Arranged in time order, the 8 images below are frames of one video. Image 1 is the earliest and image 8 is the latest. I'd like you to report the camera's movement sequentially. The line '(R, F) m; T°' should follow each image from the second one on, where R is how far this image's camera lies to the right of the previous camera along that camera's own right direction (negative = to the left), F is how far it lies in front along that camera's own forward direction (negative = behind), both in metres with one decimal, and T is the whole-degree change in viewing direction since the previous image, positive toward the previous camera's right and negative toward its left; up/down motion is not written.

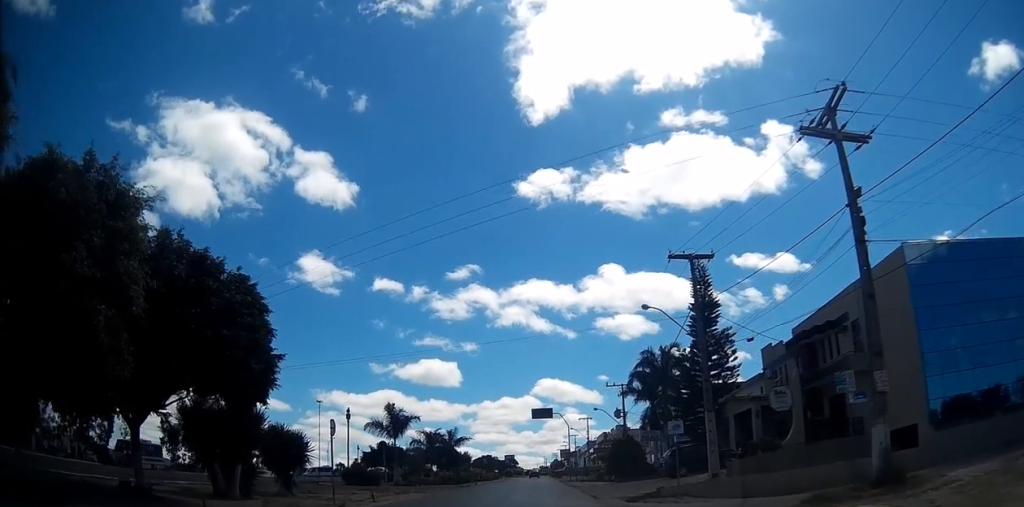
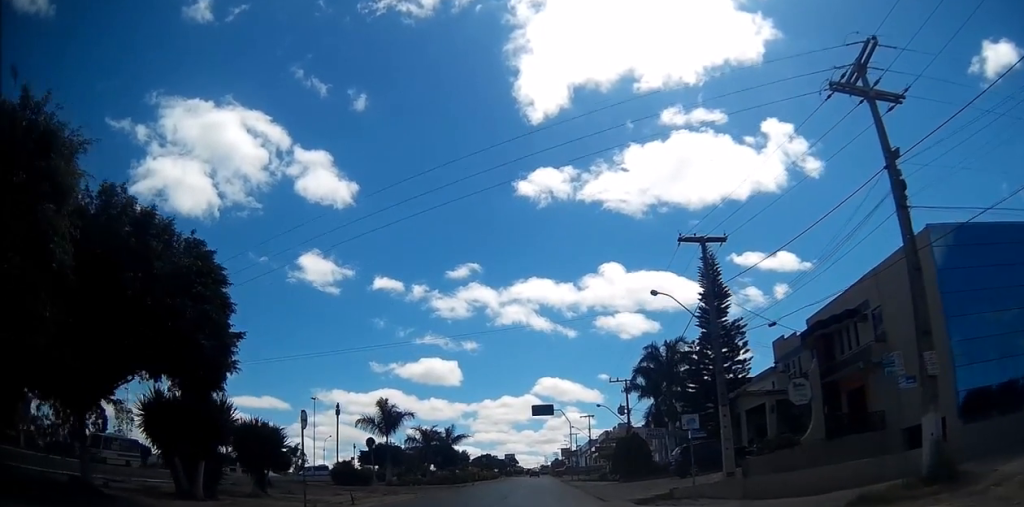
(0.0, +2.0) m; -1°
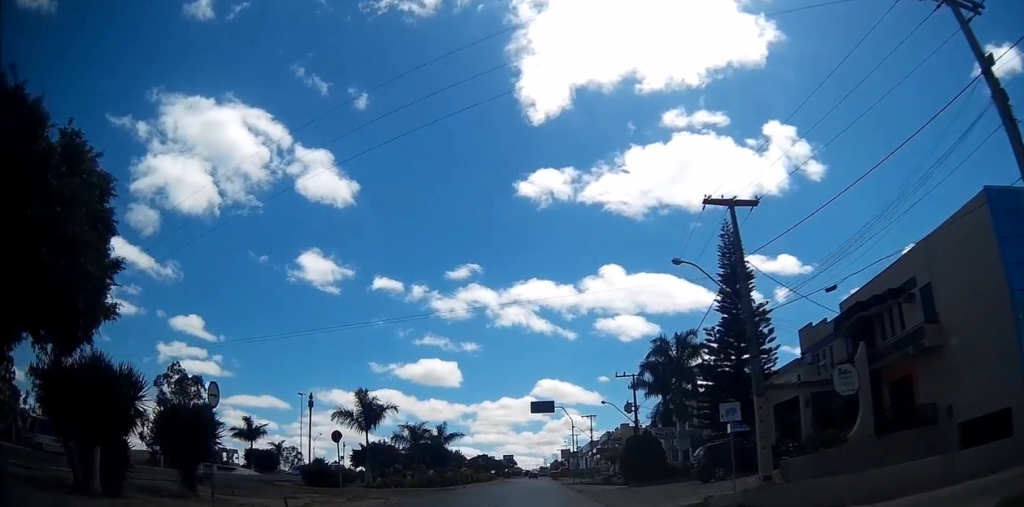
(-0.1, +4.0) m; -2°
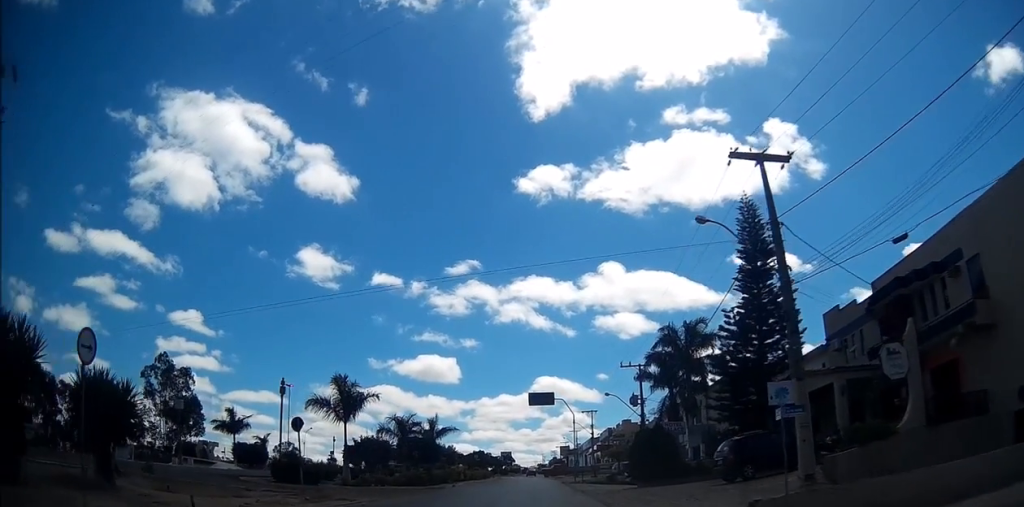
(0.0, +3.3) m; -1°
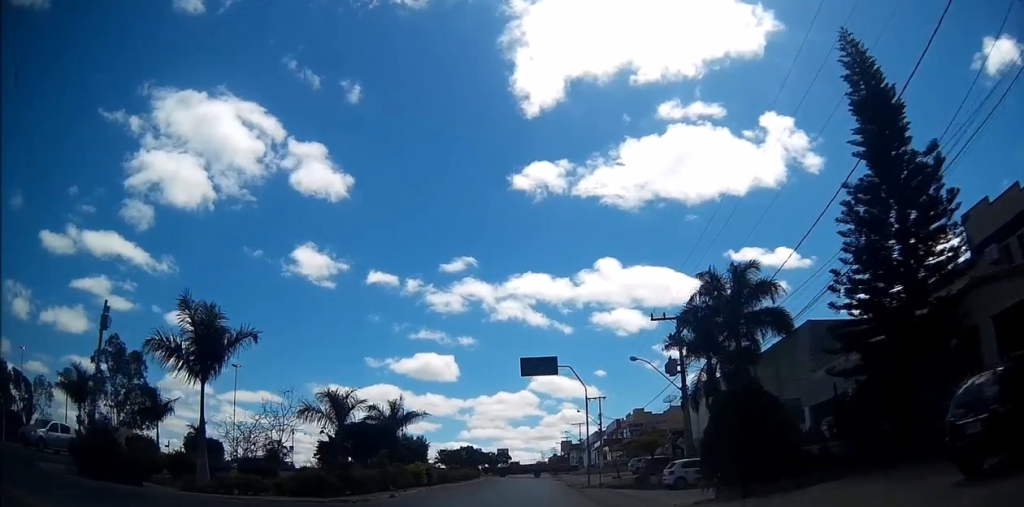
(+0.1, +12.6) m; +3°
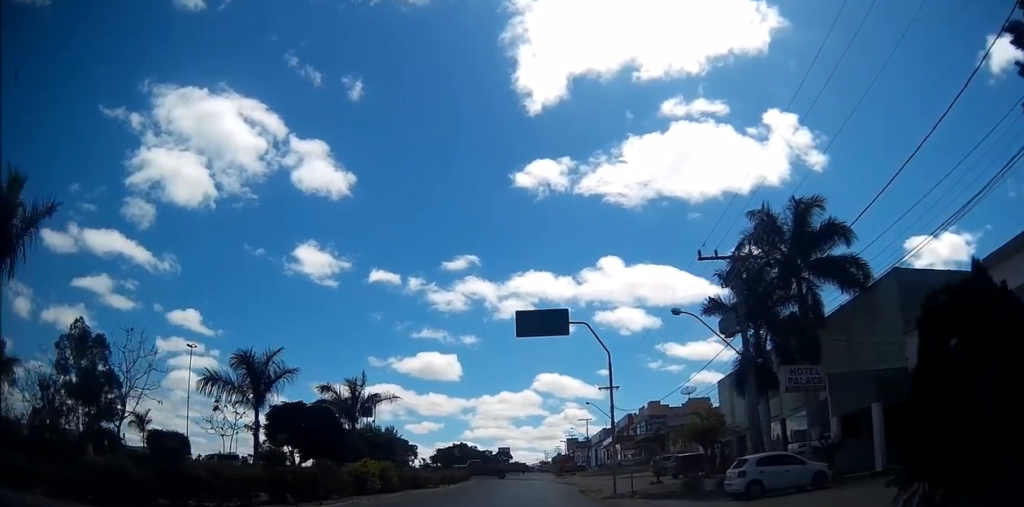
(+0.3, +10.1) m; +1°
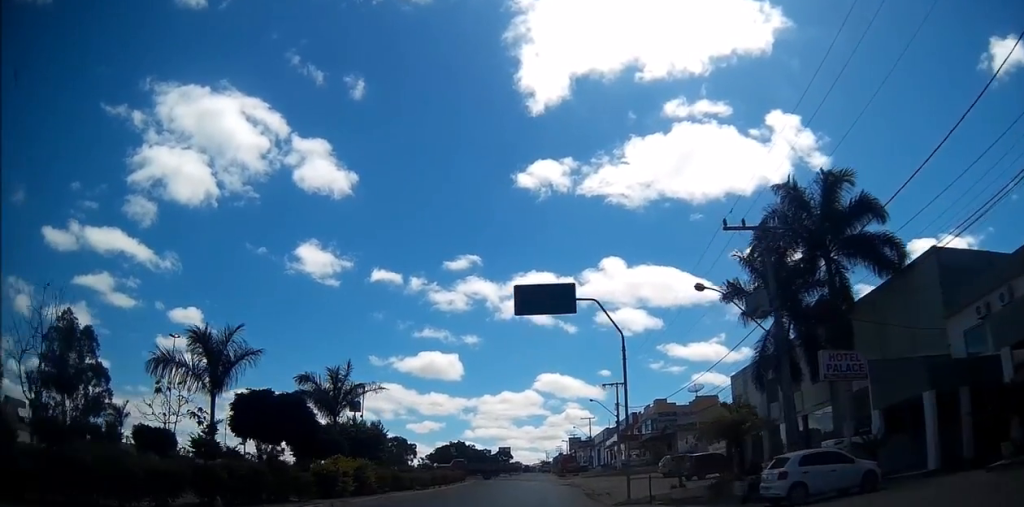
(-0.1, +3.4) m; 0°
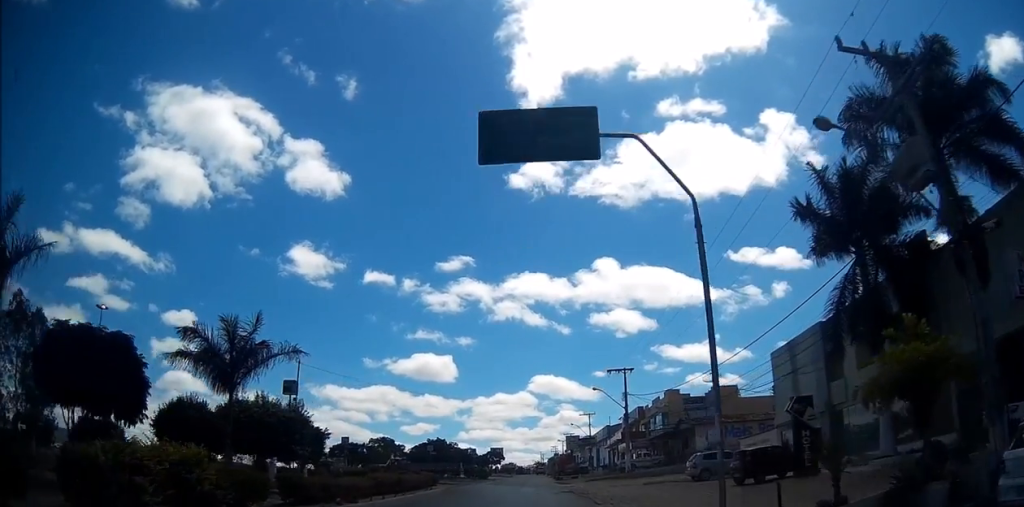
(+0.1, +9.9) m; 0°
